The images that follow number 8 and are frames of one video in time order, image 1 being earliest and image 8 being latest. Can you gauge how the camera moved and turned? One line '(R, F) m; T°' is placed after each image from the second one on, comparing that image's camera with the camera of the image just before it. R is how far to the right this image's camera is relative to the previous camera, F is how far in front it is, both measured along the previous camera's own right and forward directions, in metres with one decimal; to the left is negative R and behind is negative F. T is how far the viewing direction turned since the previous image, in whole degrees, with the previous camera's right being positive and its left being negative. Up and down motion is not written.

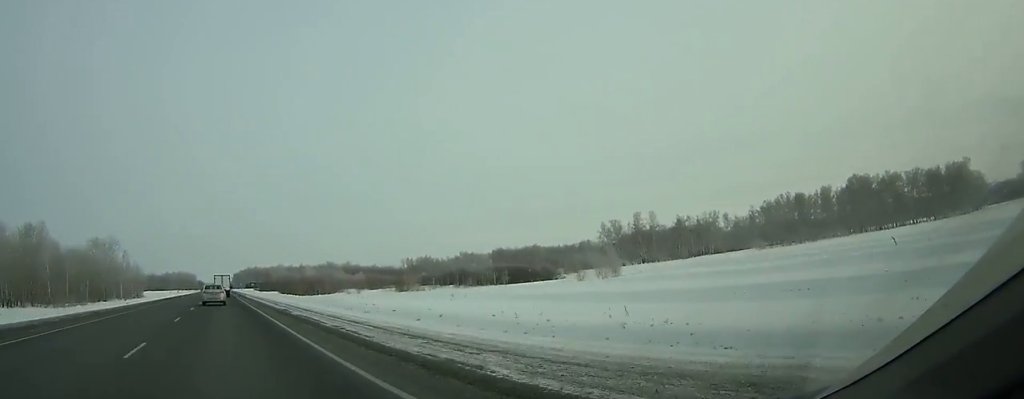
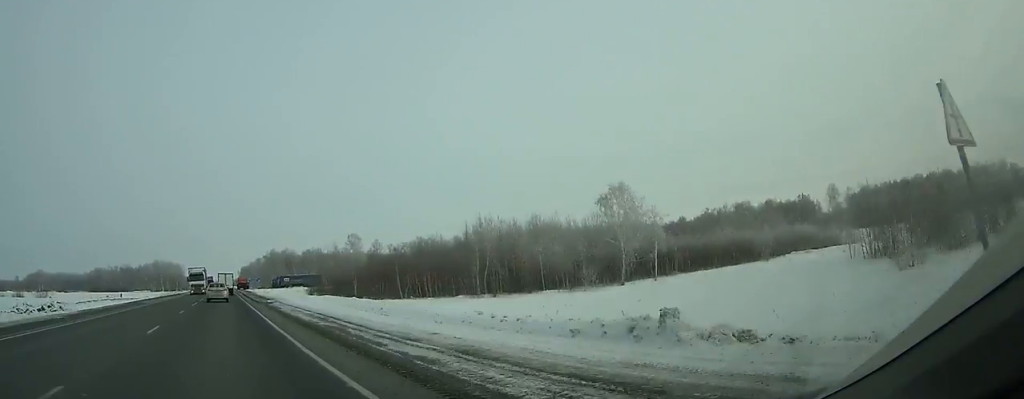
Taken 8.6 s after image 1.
(-0.6, +195.6) m; 0°
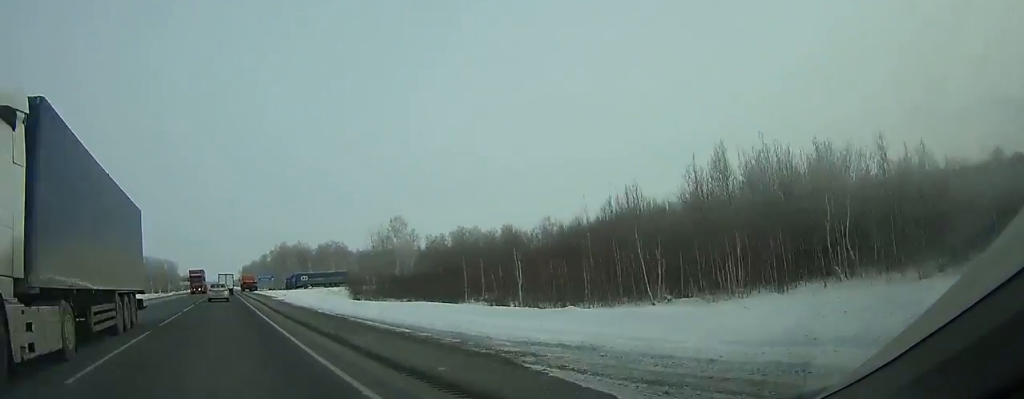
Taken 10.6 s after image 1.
(0.0, +44.9) m; 0°
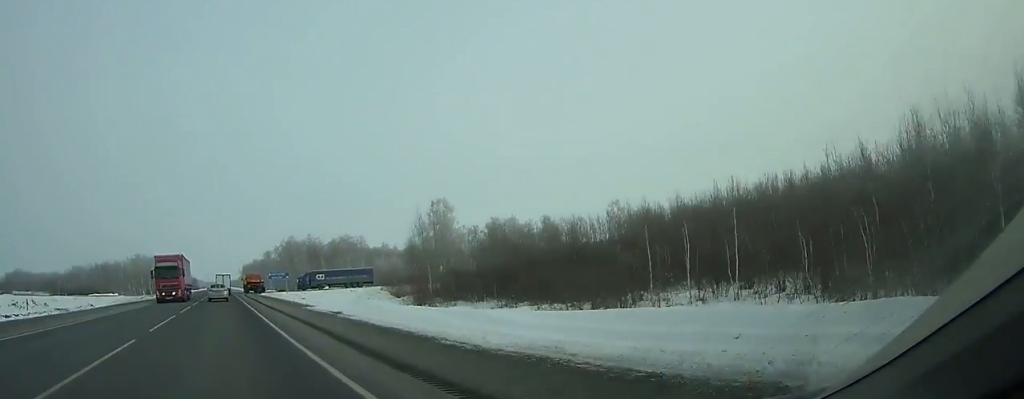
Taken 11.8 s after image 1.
(+0.1, +26.8) m; 0°
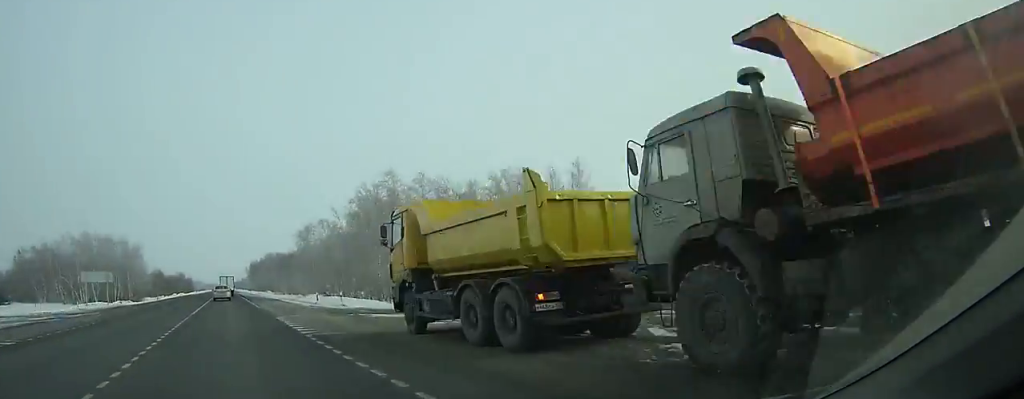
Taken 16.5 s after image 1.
(+0.4, +106.0) m; +1°
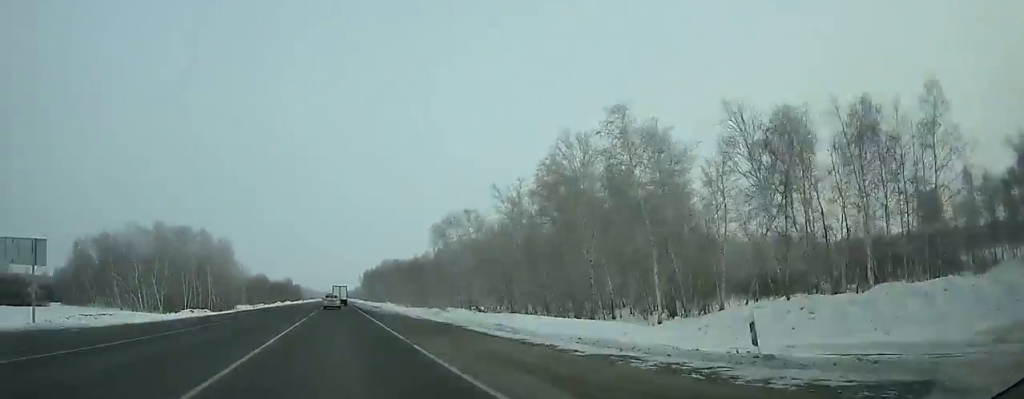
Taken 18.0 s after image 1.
(+0.4, +34.4) m; 0°
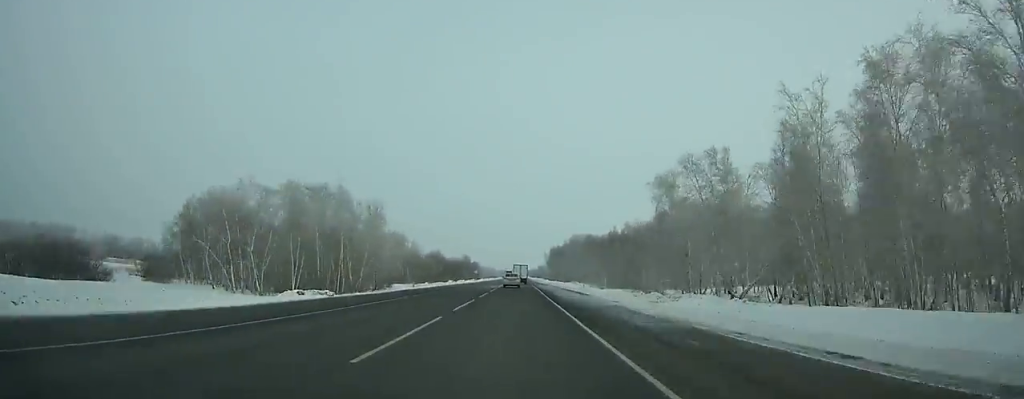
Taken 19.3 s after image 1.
(+0.2, +30.0) m; 0°
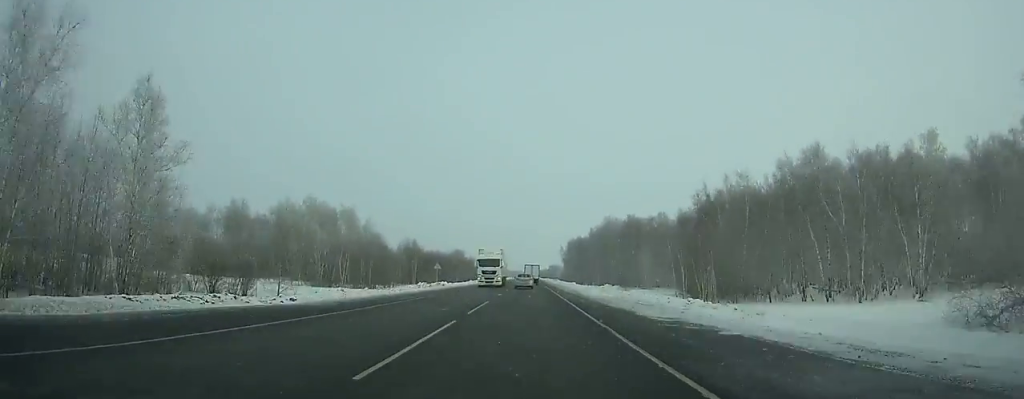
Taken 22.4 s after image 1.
(-0.6, +72.6) m; 0°
